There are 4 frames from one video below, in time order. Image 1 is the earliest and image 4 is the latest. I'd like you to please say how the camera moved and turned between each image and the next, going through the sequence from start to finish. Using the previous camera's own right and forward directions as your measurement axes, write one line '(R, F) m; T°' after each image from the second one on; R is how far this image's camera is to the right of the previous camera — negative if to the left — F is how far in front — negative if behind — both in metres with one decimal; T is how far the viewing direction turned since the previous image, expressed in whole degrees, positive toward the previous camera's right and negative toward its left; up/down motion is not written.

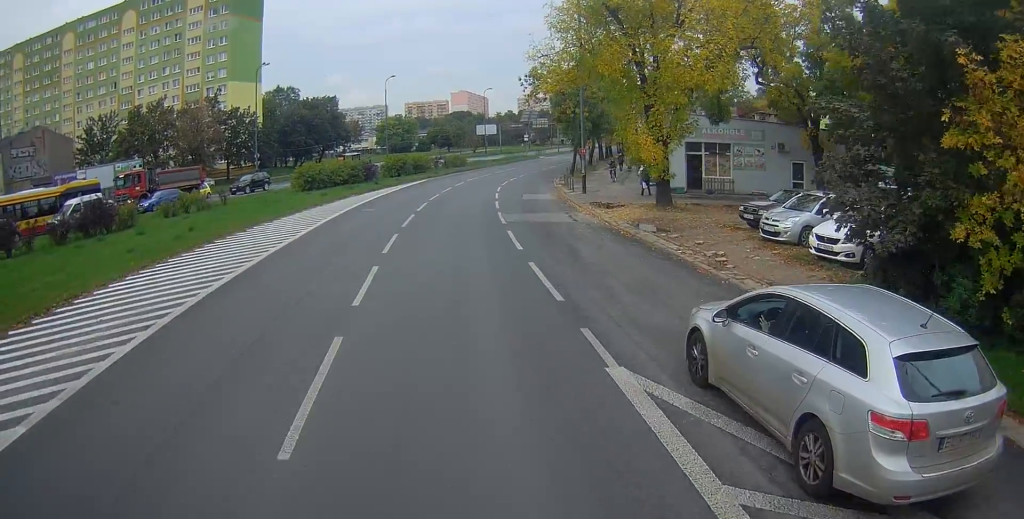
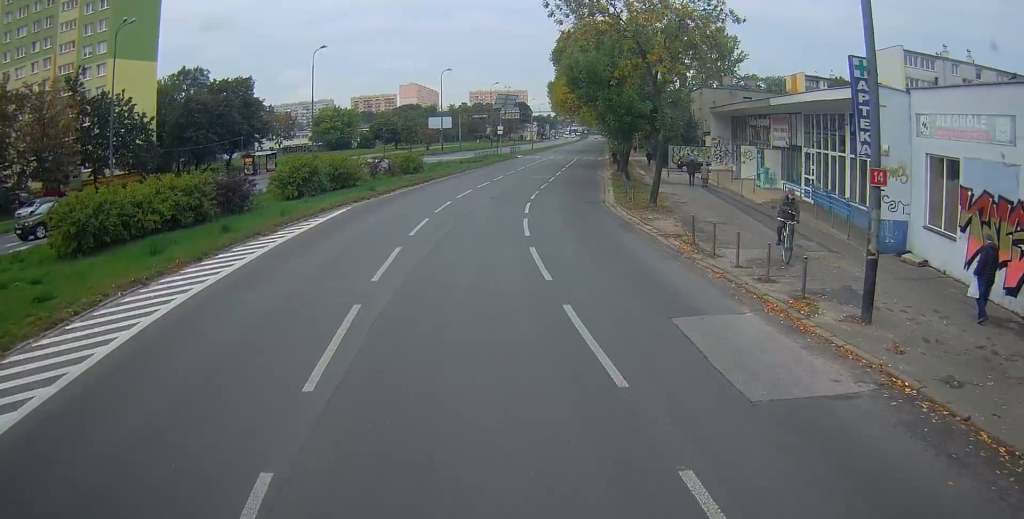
(+2.6, +27.2) m; +14°
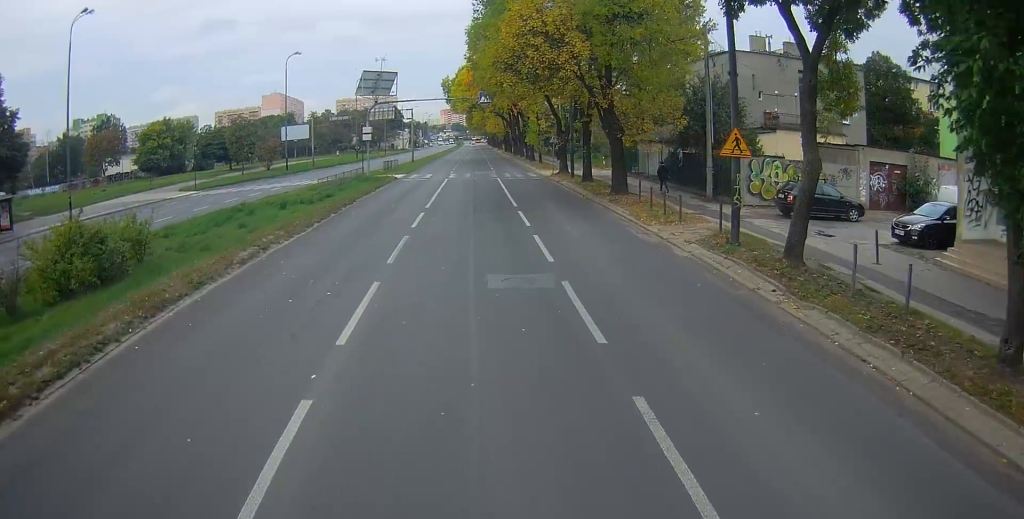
(+2.9, +31.6) m; +7°
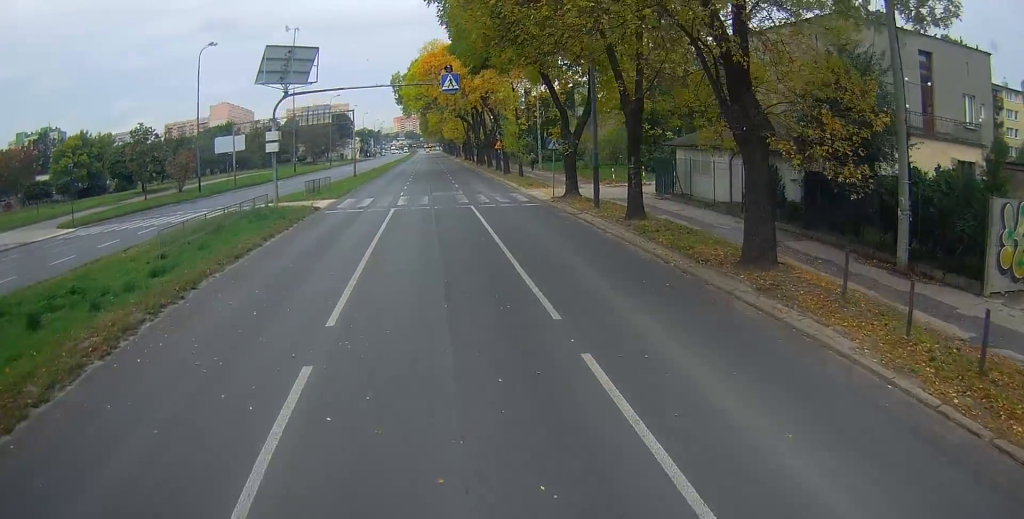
(+0.2, +15.9) m; 0°
